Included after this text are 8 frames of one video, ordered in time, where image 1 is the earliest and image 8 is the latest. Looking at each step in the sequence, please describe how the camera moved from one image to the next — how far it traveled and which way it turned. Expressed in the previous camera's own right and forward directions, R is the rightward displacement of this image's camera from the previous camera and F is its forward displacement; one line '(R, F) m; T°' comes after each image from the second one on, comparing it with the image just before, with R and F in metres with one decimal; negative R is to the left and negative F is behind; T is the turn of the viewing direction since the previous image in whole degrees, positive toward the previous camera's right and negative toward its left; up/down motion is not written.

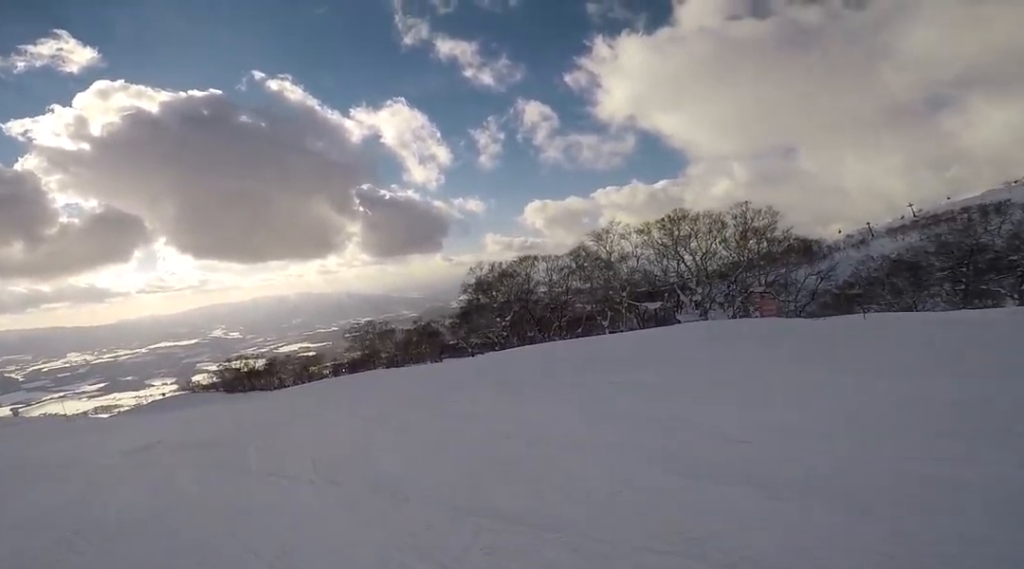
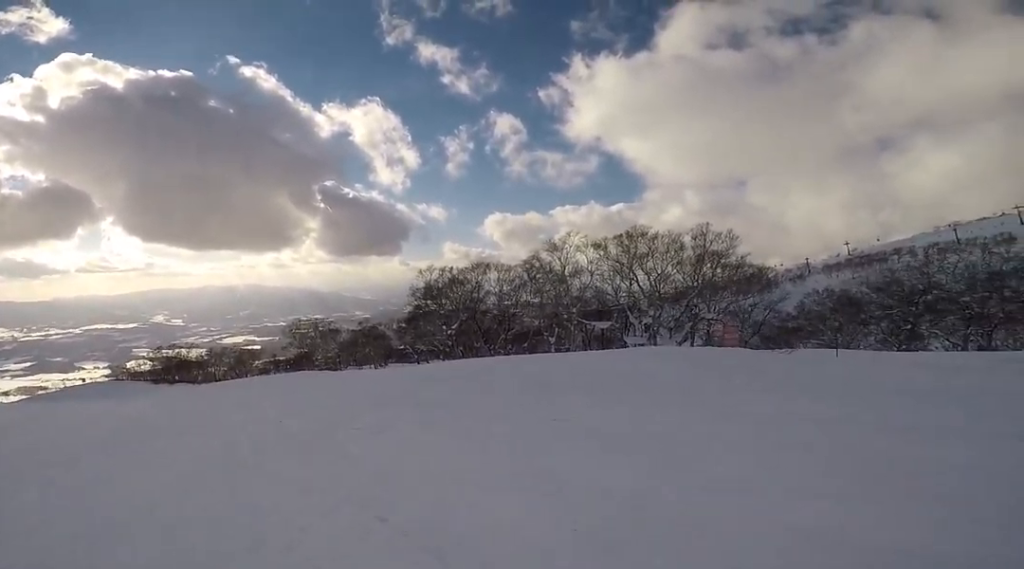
(+0.9, +3.4) m; -1°
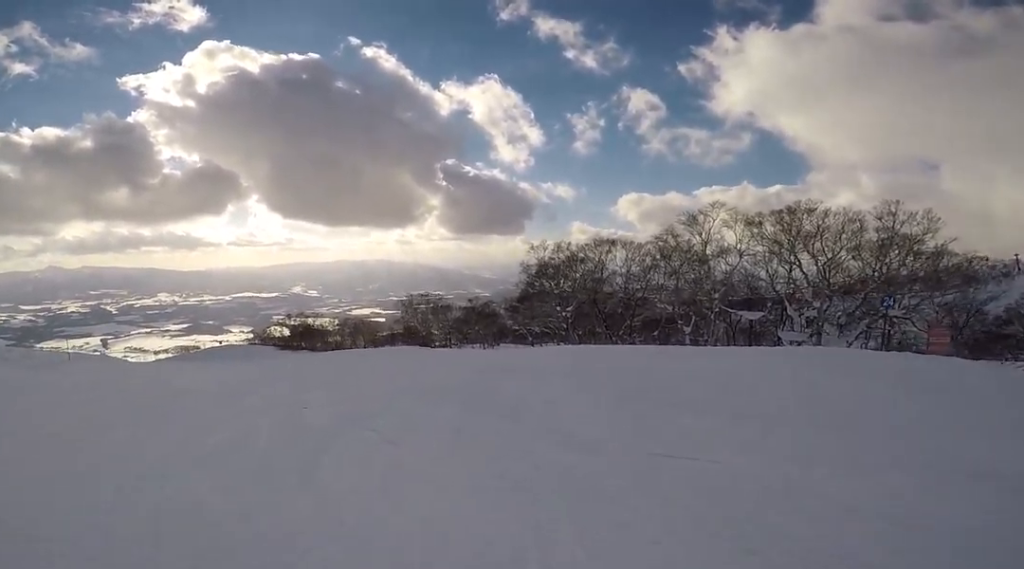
(-0.7, +3.3) m; -10°
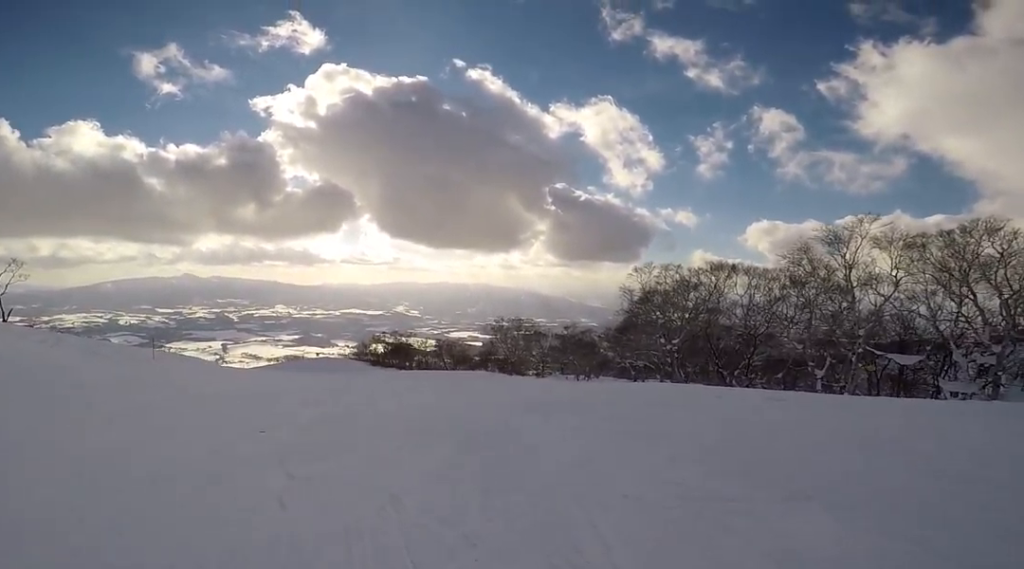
(-0.3, +3.3) m; -10°
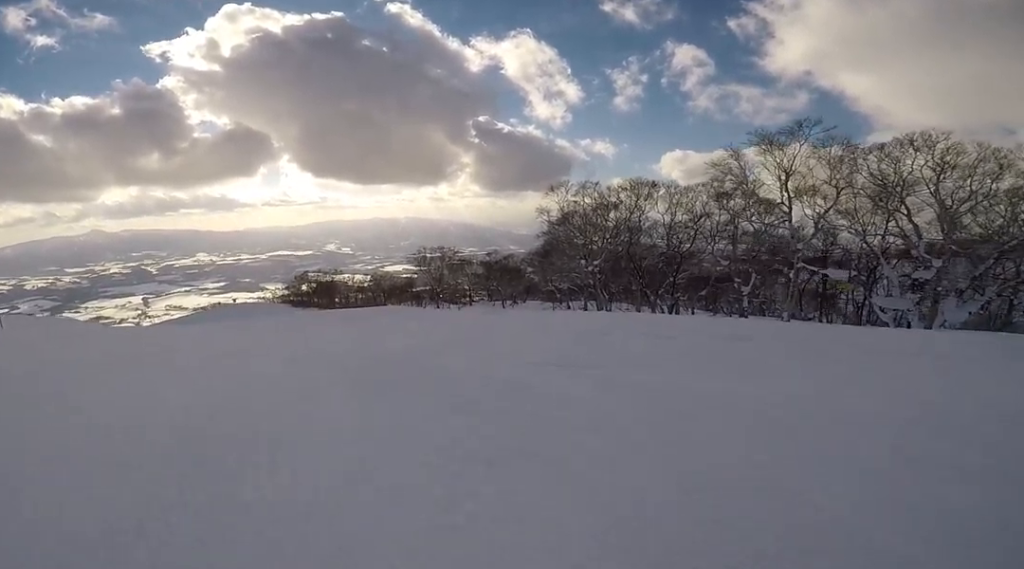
(-0.1, +4.6) m; -18°
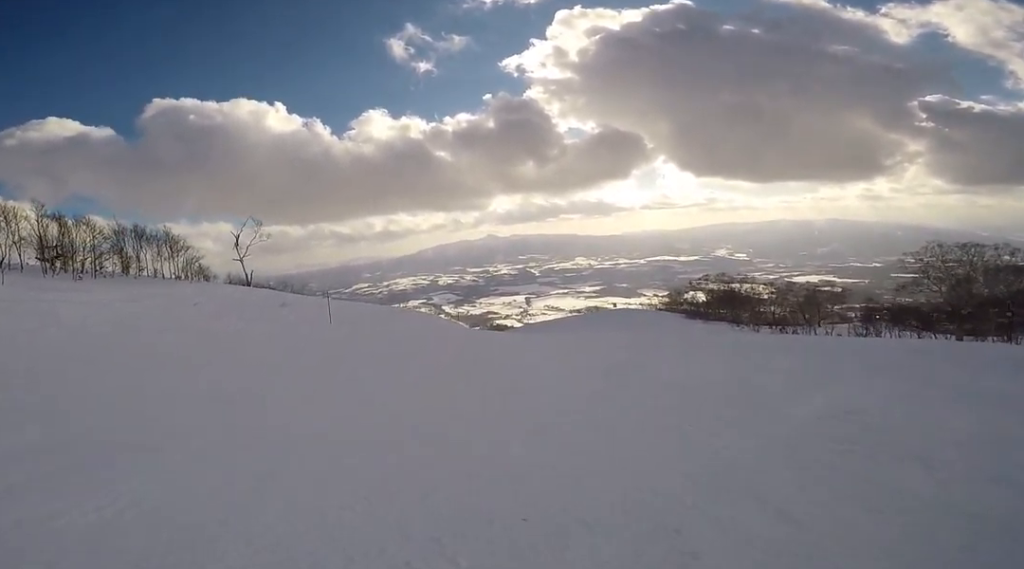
(-10.5, +11.0) m; -56°
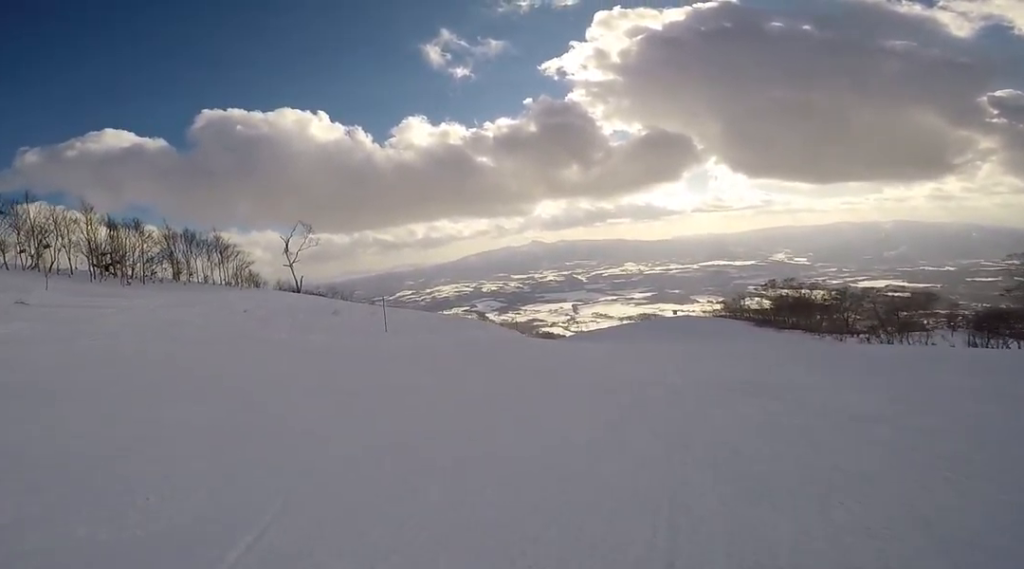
(-0.3, +2.0) m; +4°
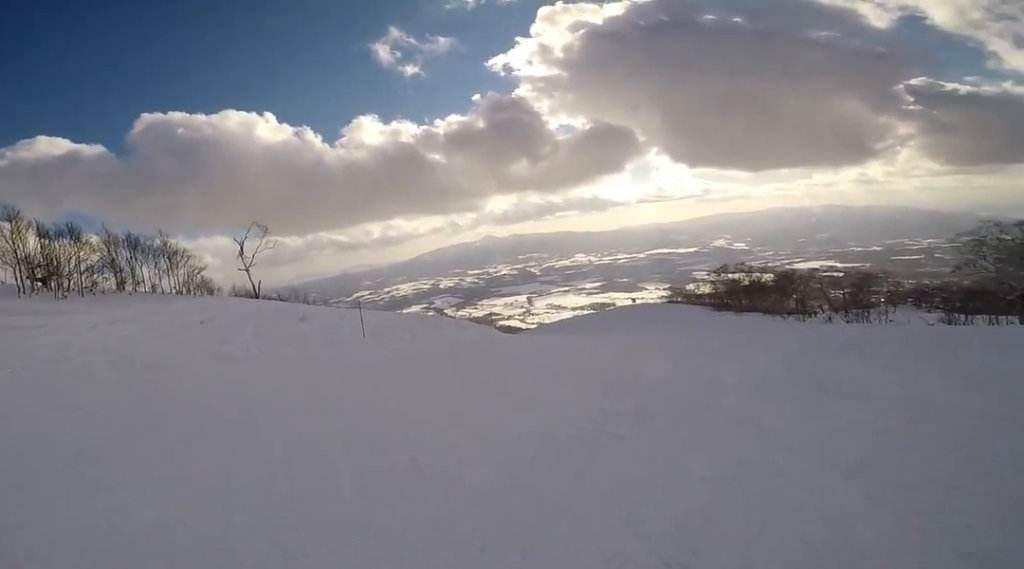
(-0.1, +2.2) m; +6°
